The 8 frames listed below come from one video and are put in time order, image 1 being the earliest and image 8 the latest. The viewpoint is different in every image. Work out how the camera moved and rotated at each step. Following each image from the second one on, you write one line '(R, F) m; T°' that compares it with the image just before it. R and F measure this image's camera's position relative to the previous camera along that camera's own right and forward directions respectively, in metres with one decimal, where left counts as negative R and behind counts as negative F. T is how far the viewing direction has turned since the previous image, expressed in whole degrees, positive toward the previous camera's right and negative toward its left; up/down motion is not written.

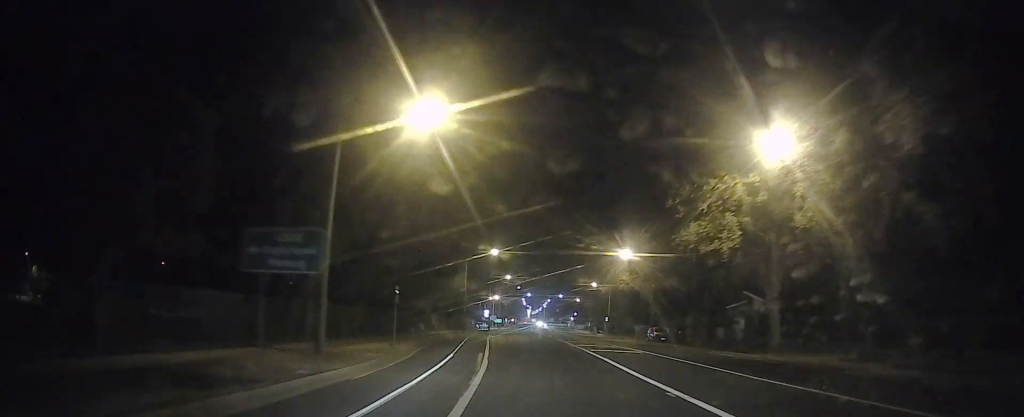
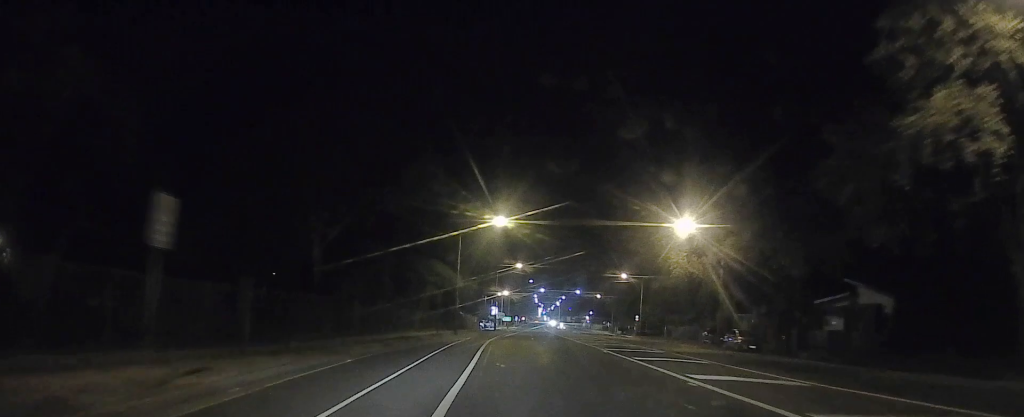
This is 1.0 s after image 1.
(-0.4, +18.7) m; -1°
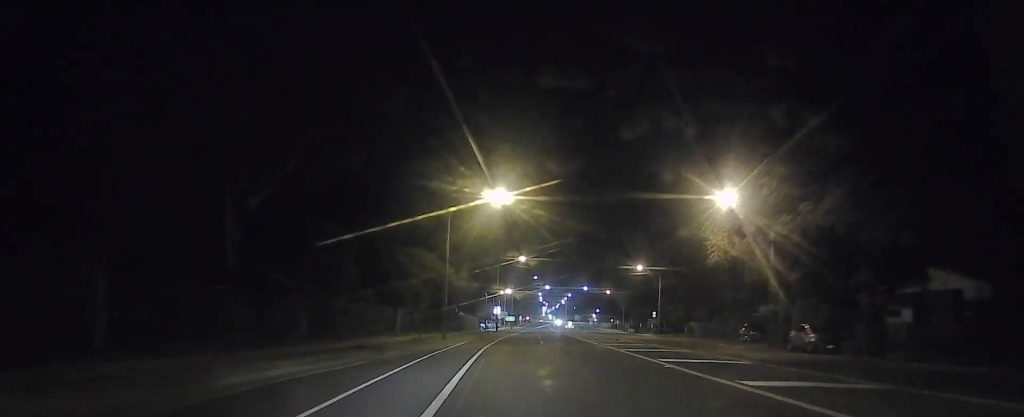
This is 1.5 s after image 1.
(0.0, +9.1) m; 0°
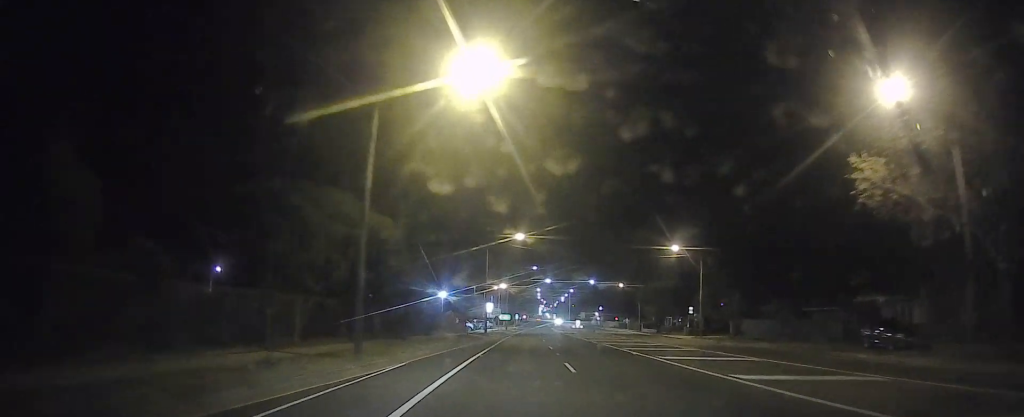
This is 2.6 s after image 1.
(+0.1, +19.5) m; 0°
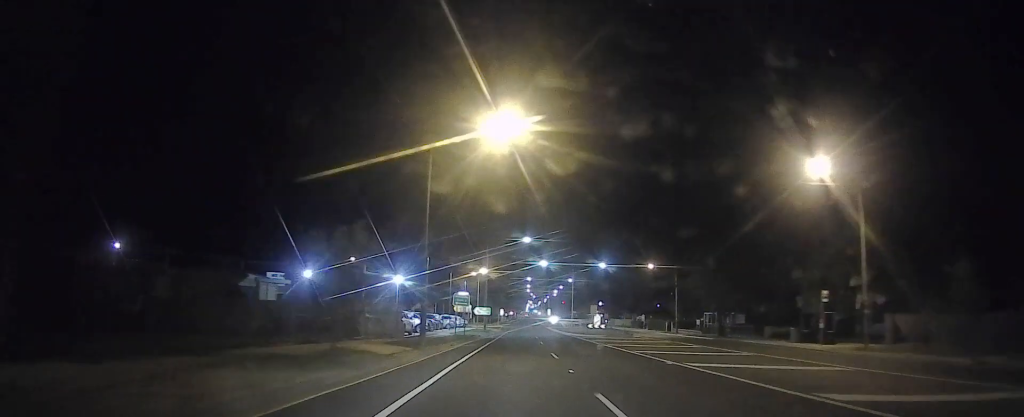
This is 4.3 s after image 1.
(0.0, +32.0) m; 0°
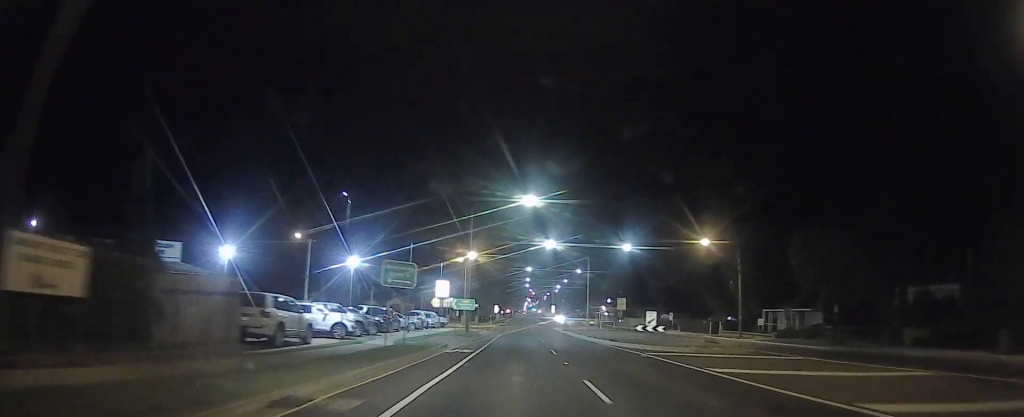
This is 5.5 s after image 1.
(0.0, +22.1) m; 0°
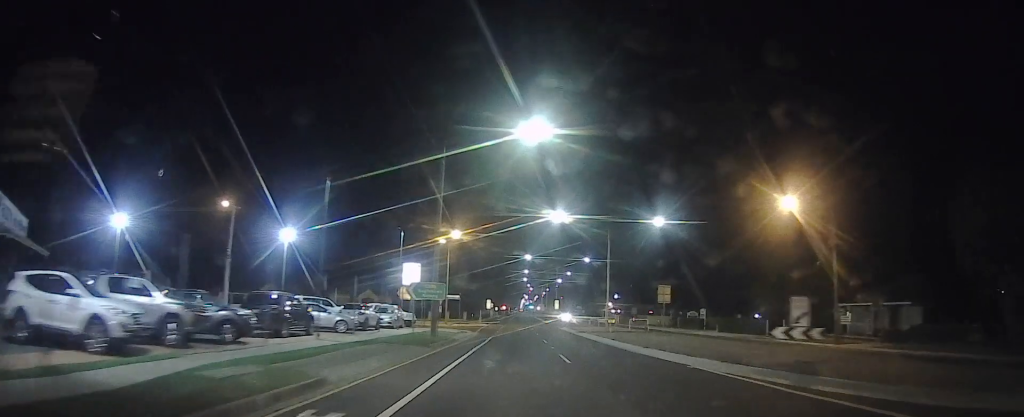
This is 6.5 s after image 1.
(0.0, +17.7) m; 0°
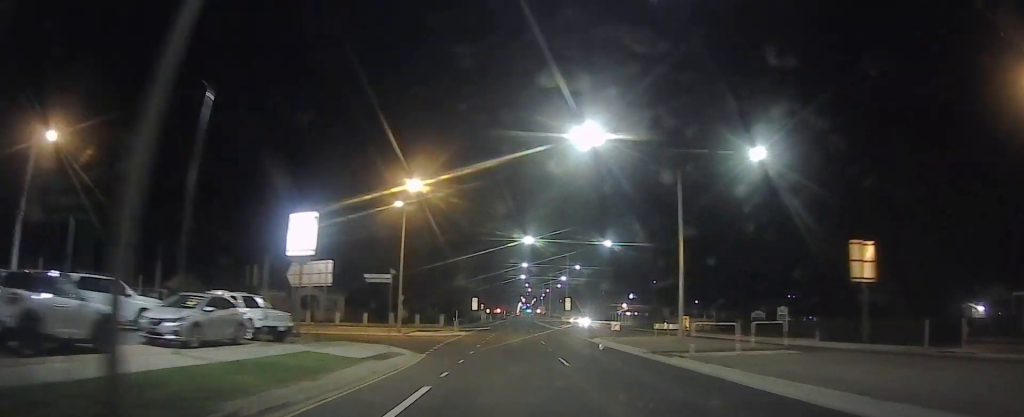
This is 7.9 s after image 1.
(0.0, +24.8) m; 0°
